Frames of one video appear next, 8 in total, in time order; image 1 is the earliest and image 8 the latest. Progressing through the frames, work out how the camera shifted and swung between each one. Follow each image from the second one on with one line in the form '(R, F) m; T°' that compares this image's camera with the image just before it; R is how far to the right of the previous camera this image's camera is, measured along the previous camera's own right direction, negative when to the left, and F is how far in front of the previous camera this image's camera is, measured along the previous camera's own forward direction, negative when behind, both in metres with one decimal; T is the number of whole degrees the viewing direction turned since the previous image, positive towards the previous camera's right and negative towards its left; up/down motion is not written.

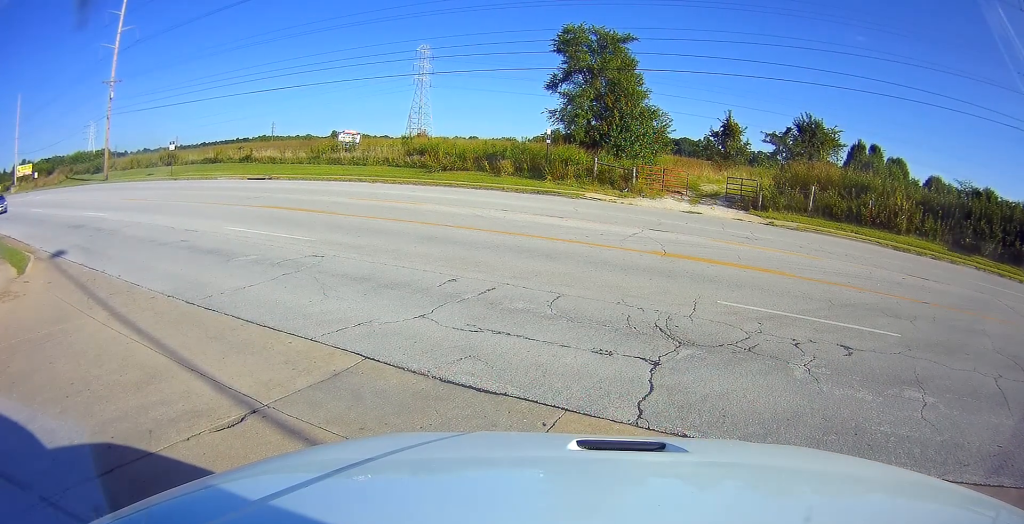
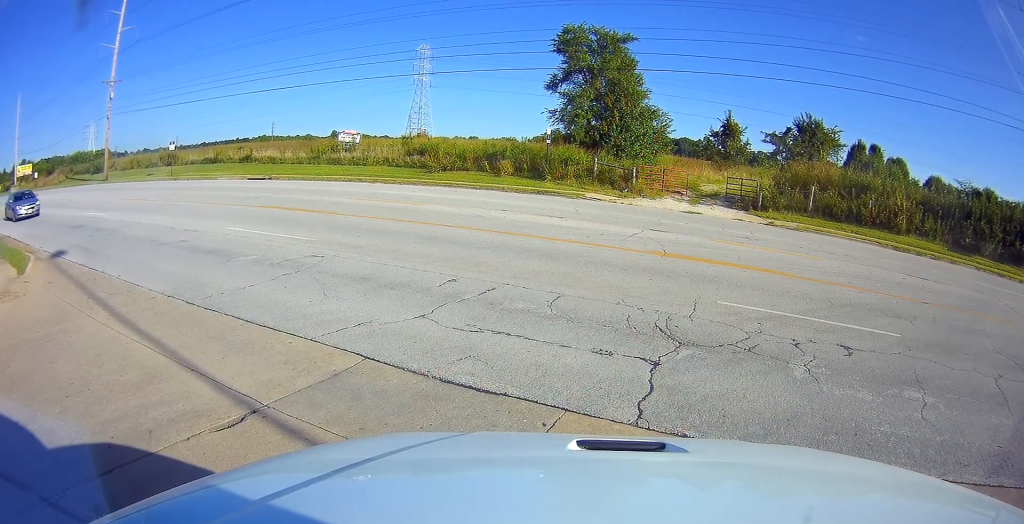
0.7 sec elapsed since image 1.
(0.0, +0.1) m; 0°
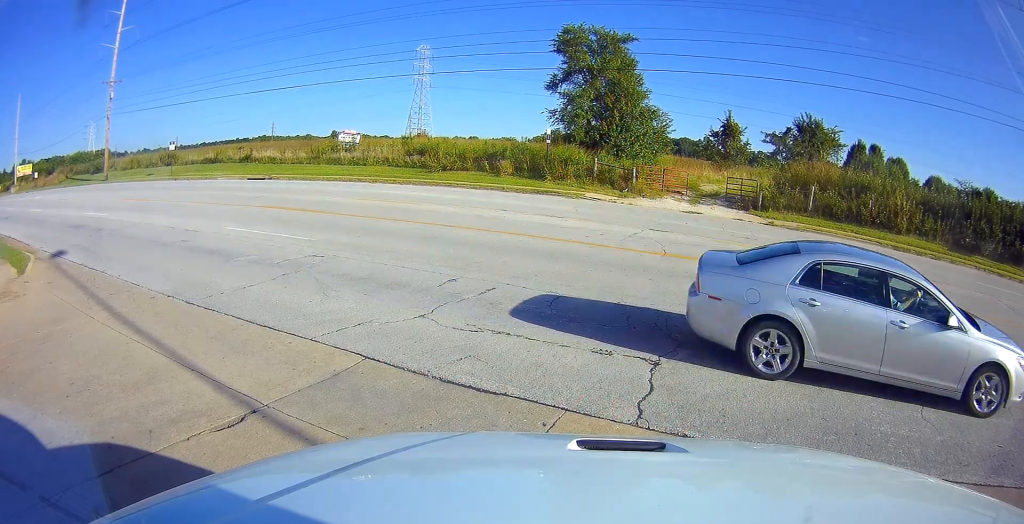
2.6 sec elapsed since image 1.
(+0.1, +0.1) m; 0°
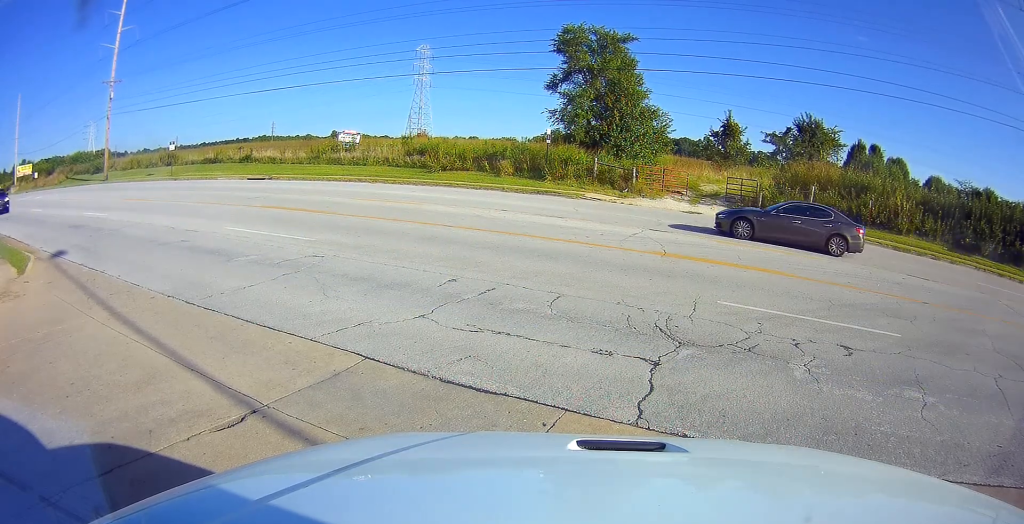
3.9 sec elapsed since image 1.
(0.0, 0.0) m; 0°
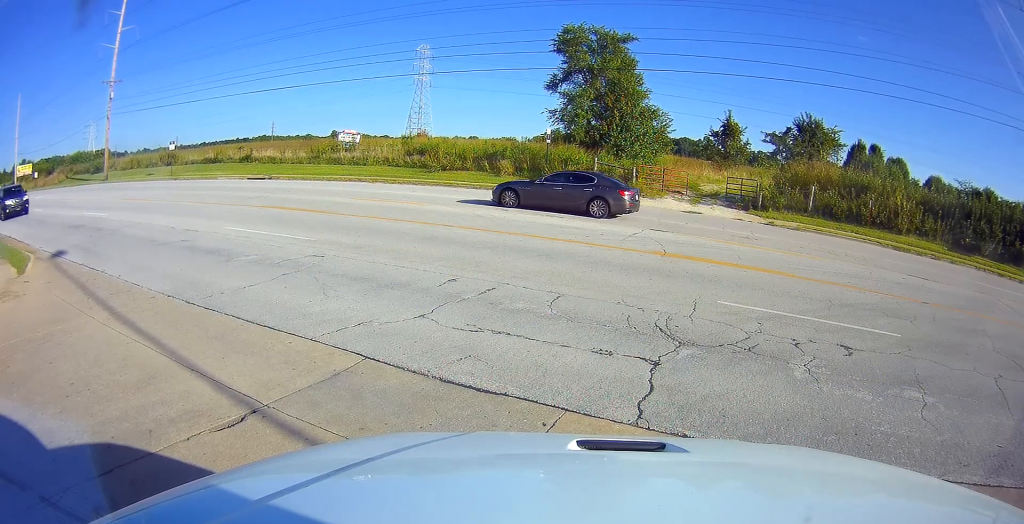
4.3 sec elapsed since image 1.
(0.0, 0.0) m; 0°
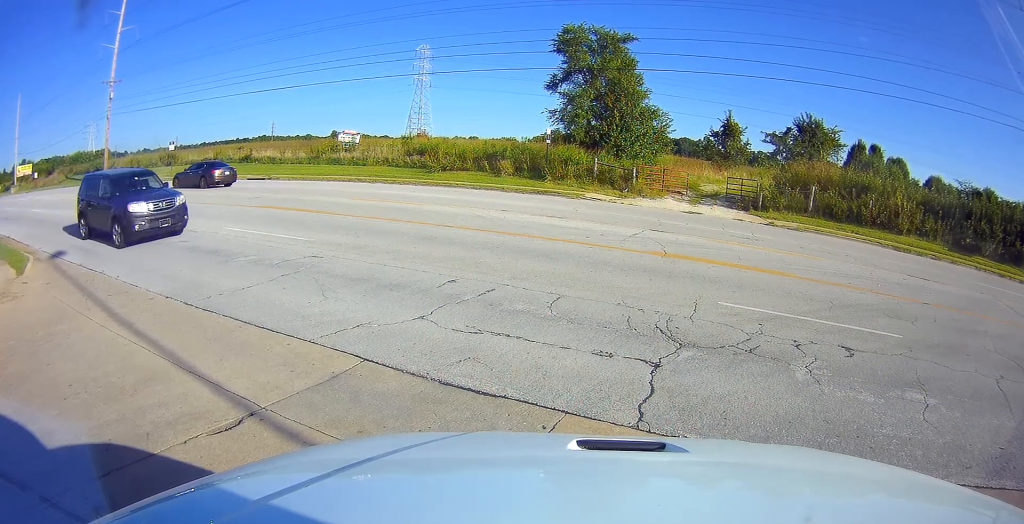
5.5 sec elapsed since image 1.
(0.0, 0.0) m; 0°
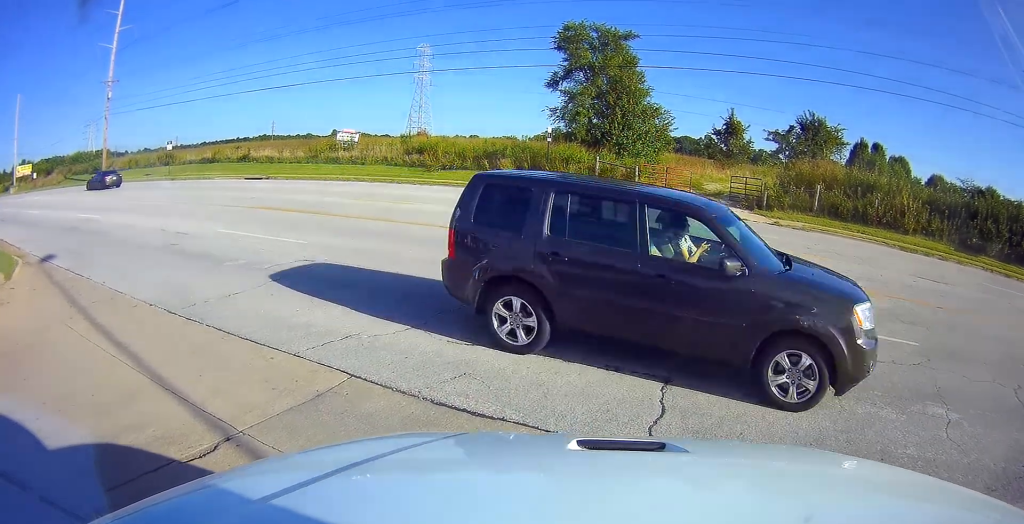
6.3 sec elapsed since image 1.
(-0.1, +0.4) m; 0°
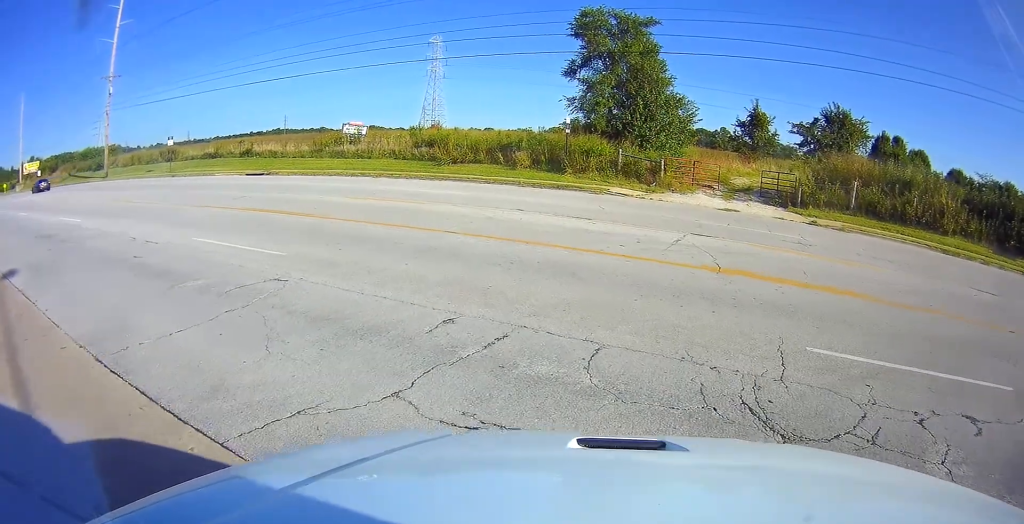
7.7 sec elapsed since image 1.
(-0.5, +1.8) m; -6°
